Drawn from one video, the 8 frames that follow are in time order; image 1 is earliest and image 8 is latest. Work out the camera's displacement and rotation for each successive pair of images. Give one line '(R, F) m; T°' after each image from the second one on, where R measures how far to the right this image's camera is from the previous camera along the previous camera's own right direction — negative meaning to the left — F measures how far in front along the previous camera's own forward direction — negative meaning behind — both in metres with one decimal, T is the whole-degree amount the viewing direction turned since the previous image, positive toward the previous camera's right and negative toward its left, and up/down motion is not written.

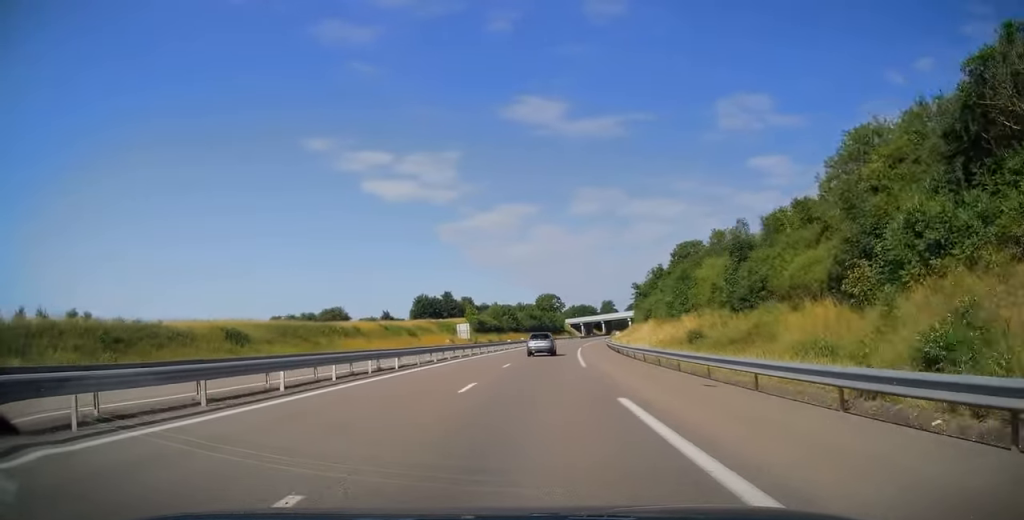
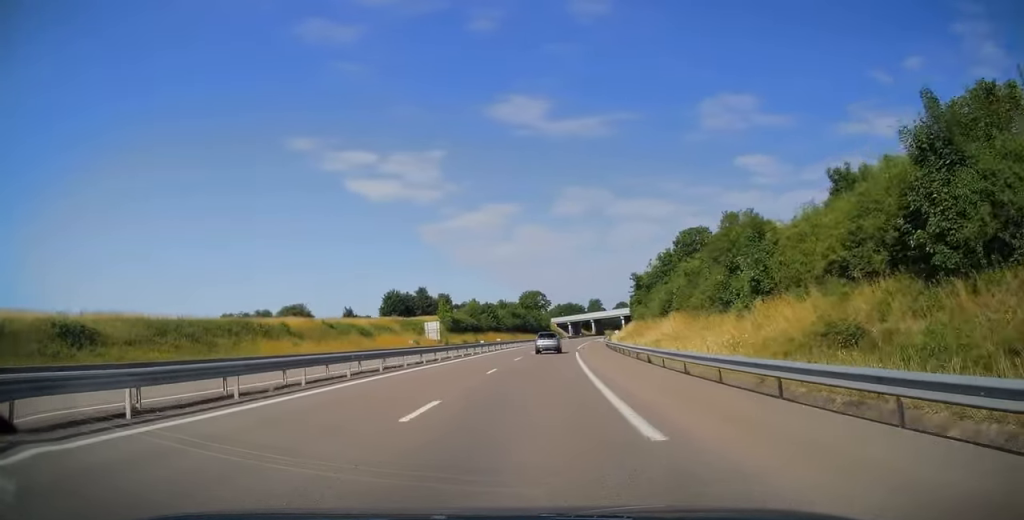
(+0.2, +18.1) m; +1°
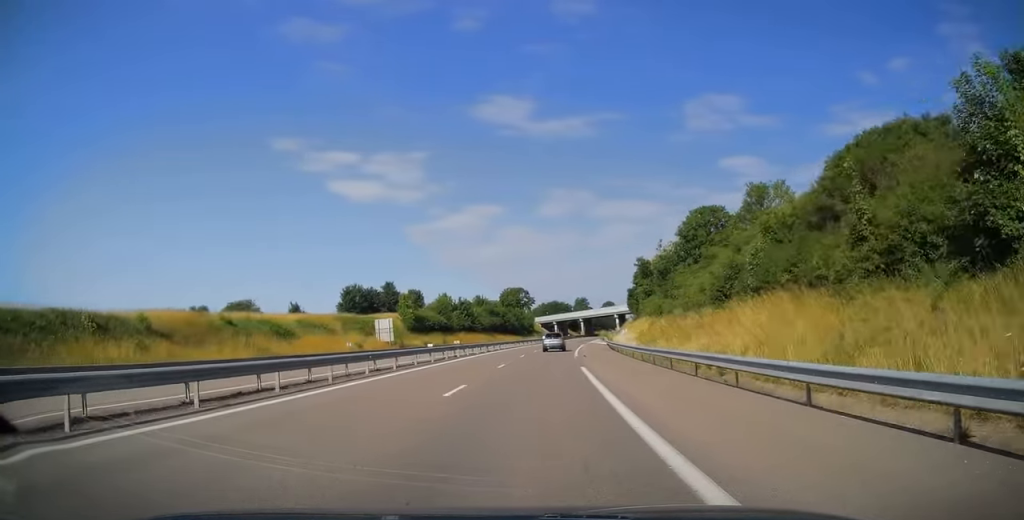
(0.0, +21.5) m; +2°
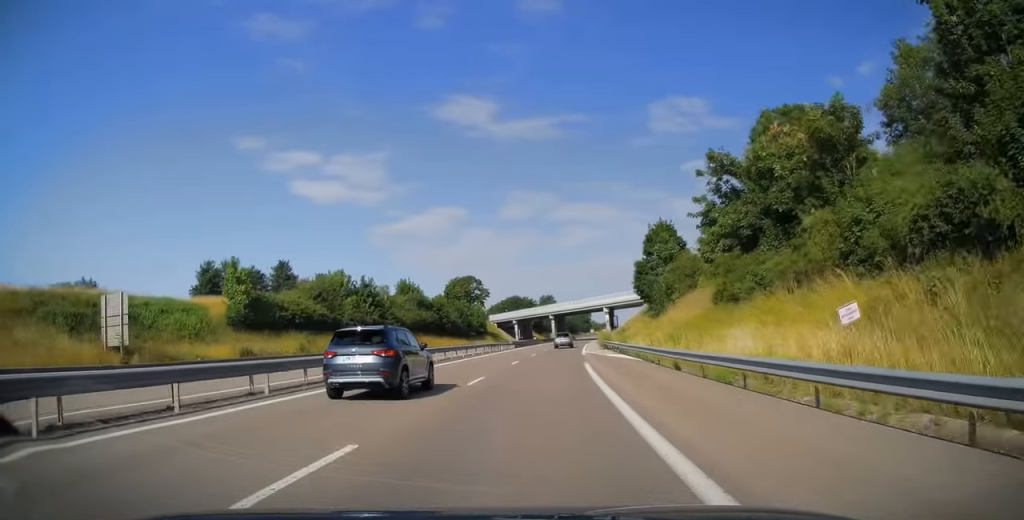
(+2.0, +48.2) m; +4°
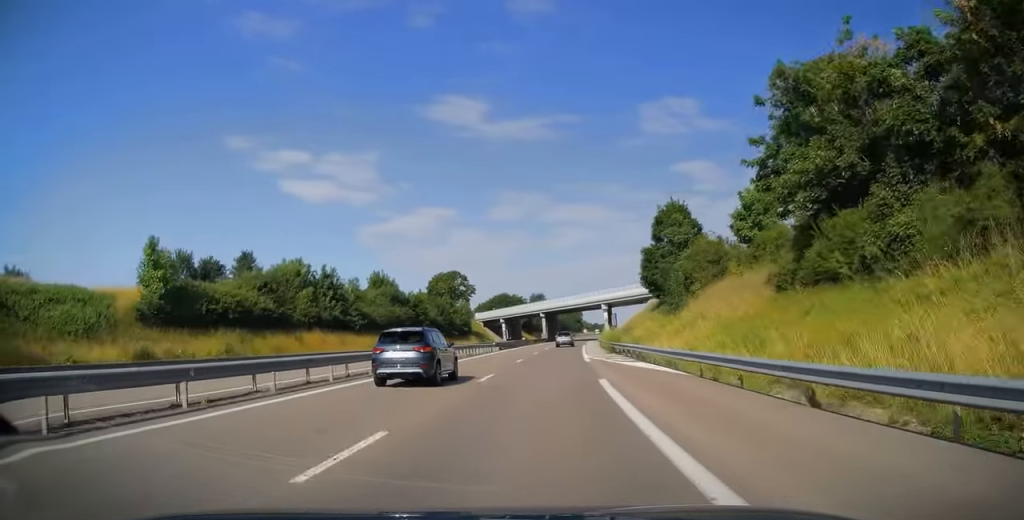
(0.0, +11.7) m; +1°
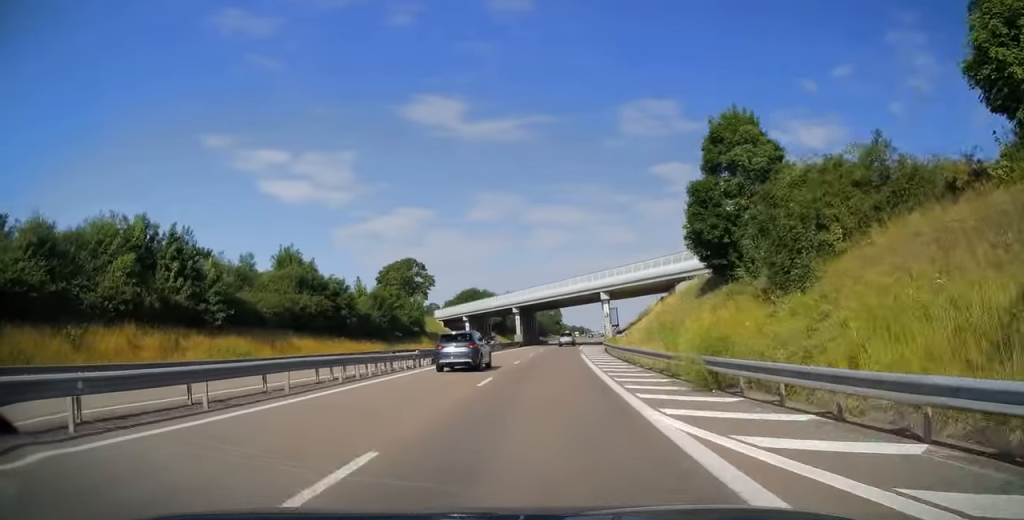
(+0.4, +27.3) m; +2°
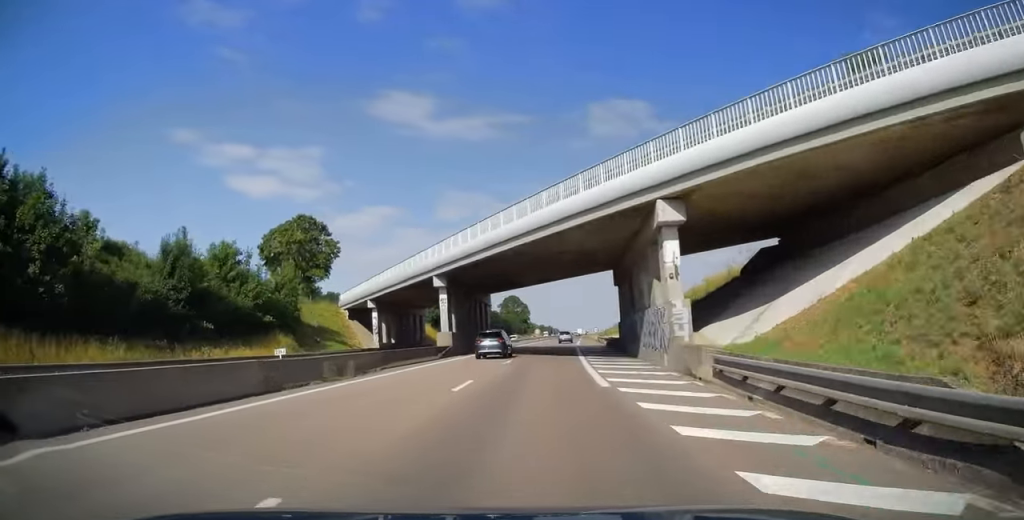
(+1.4, +40.9) m; +3°
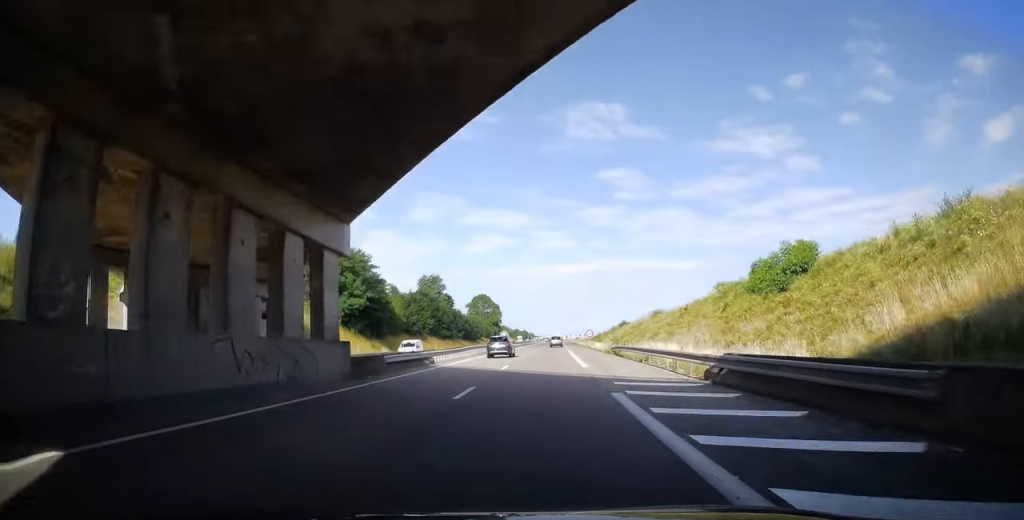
(+0.7, +39.8) m; +2°
